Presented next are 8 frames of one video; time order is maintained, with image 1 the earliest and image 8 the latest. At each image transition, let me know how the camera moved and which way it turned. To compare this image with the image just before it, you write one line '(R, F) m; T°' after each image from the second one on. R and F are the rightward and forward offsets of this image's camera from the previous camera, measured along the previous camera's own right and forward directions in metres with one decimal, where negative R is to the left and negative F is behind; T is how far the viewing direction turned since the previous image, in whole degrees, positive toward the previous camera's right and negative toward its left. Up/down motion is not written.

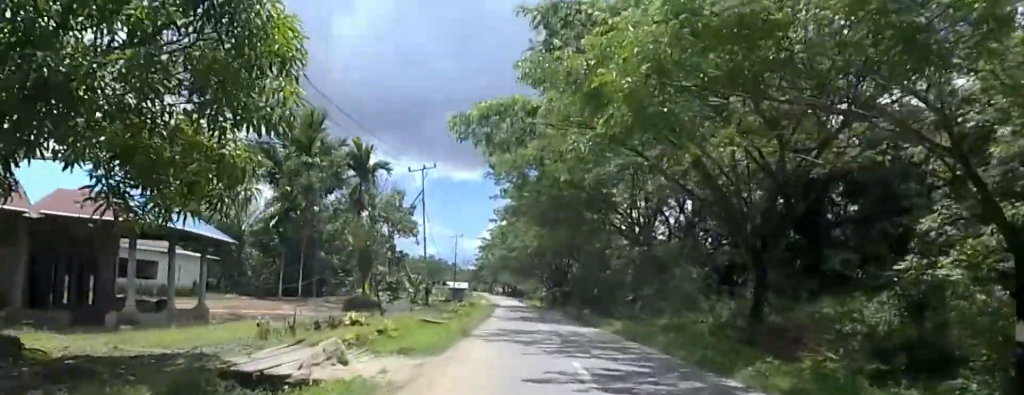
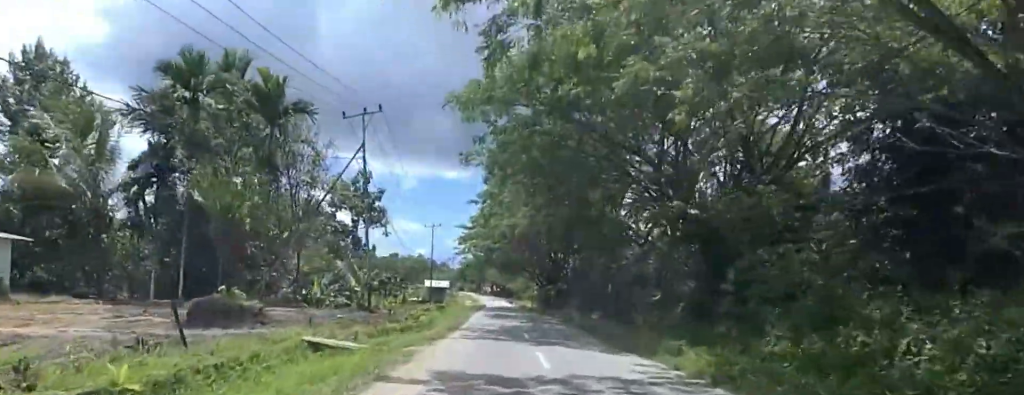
(-0.1, +14.5) m; -4°
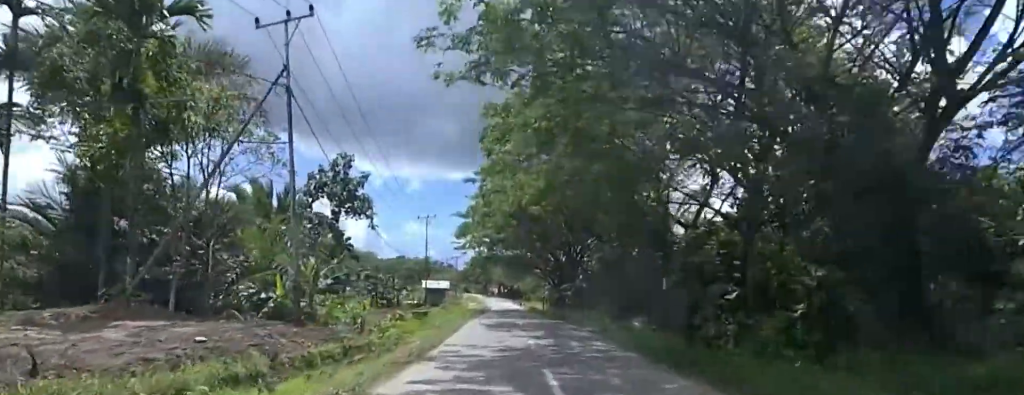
(-0.6, +11.1) m; -4°
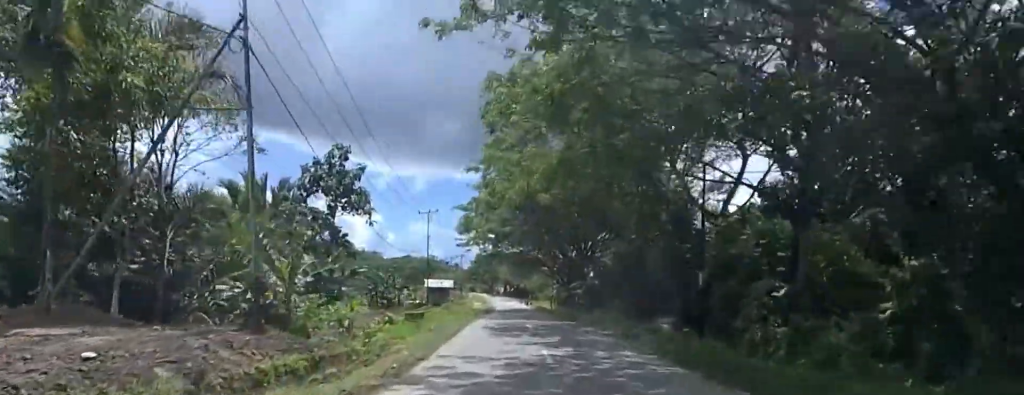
(0.0, +3.6) m; +1°
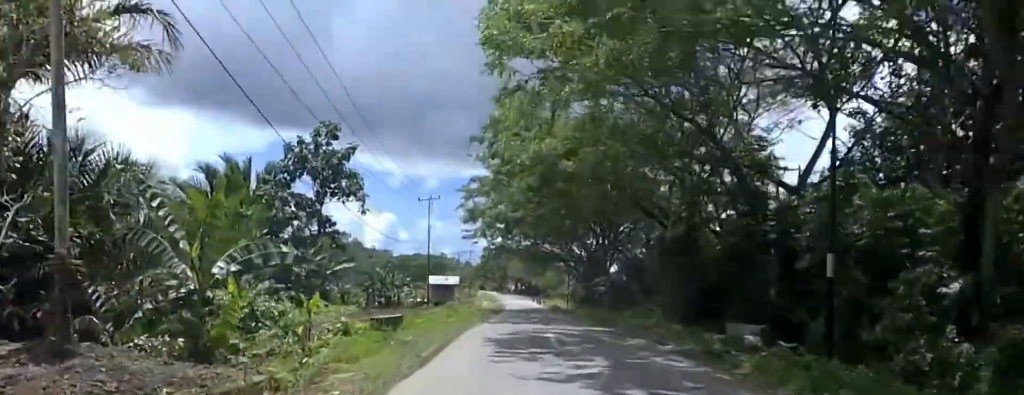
(+0.1, +6.9) m; +3°
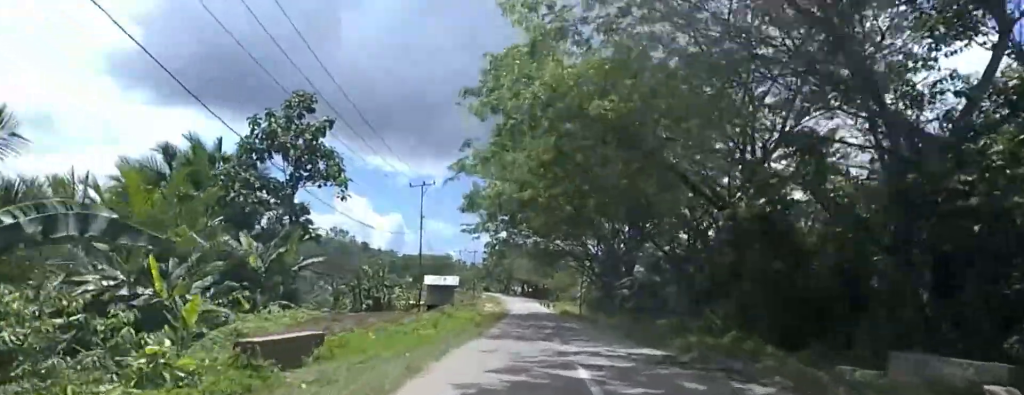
(+0.3, +7.4) m; +3°
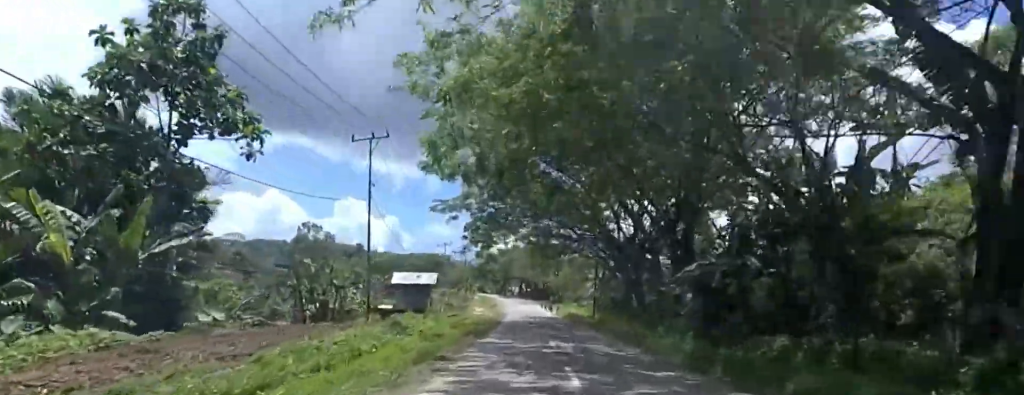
(0.0, +14.0) m; 0°
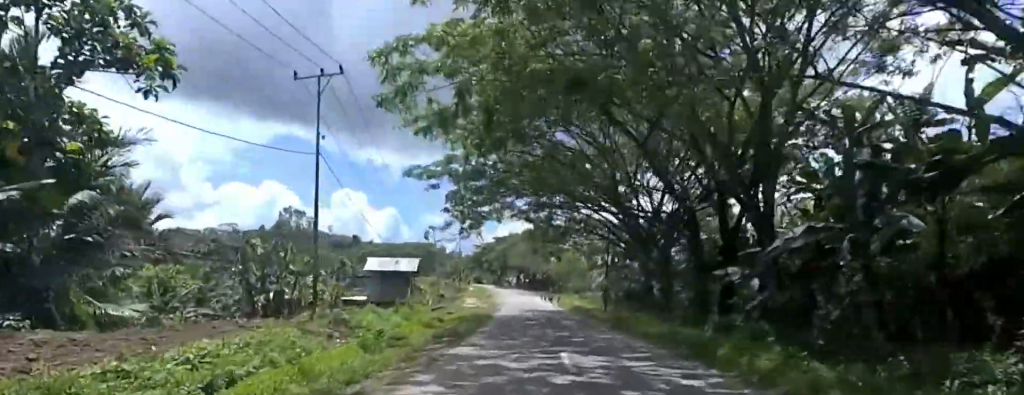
(0.0, +7.5) m; 0°
